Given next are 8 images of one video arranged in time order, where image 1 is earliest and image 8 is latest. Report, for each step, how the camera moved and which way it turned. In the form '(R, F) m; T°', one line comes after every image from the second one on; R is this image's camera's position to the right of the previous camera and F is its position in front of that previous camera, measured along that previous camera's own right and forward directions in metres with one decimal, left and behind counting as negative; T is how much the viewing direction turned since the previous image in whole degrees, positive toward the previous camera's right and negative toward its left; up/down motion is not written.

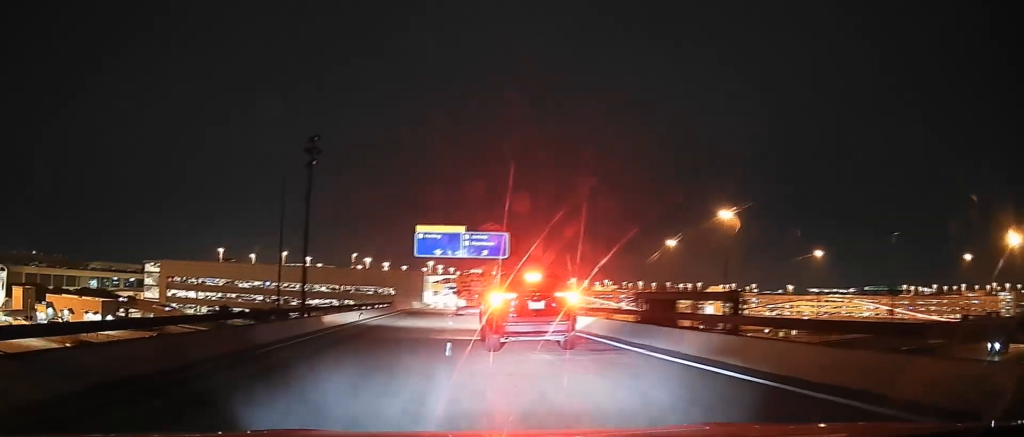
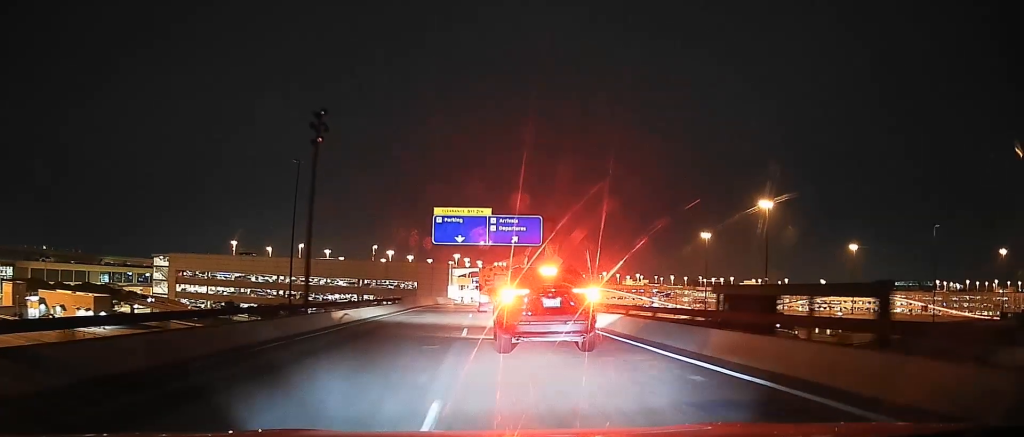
(-0.9, +10.5) m; -6°
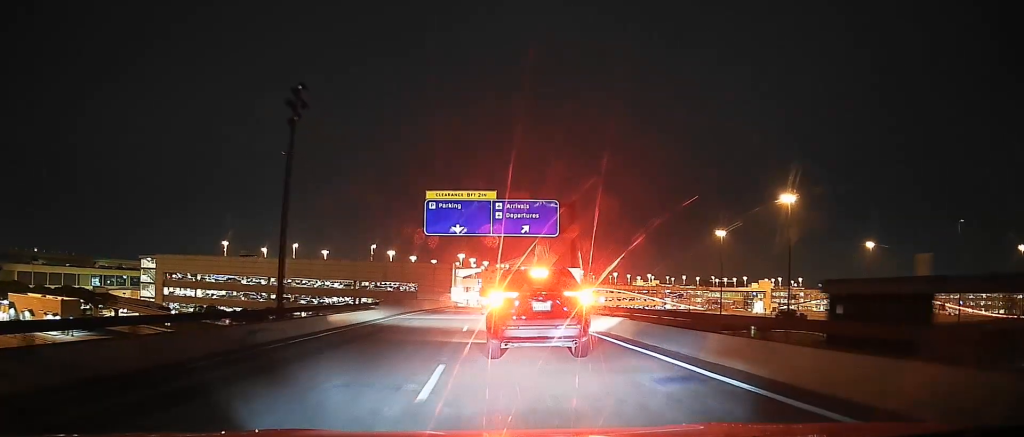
(-0.2, +9.6) m; -3°
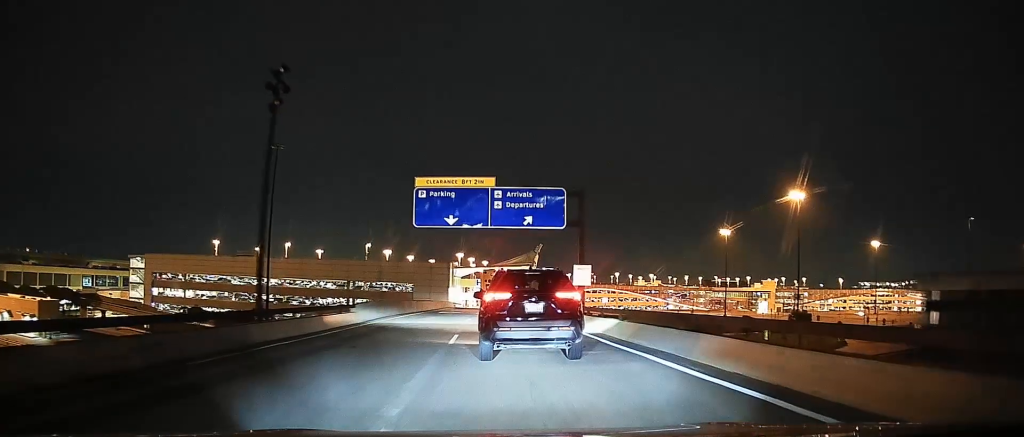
(-0.1, +5.0) m; -1°
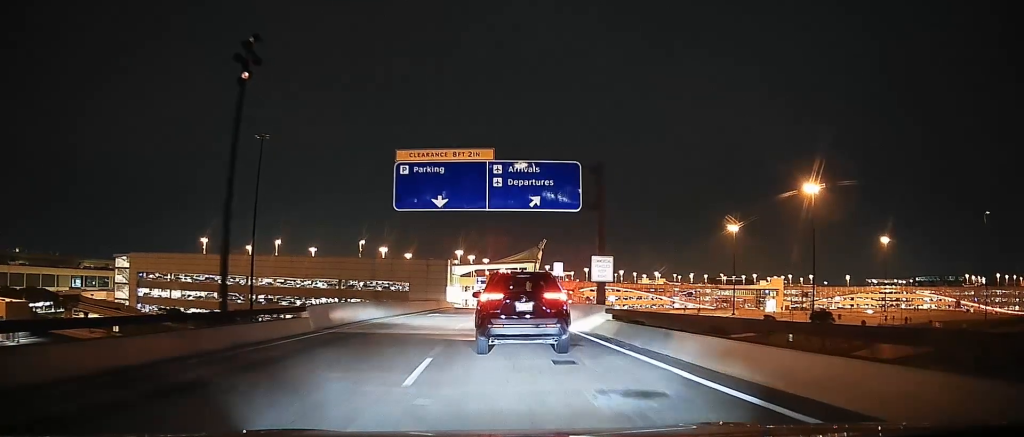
(0.0, +7.0) m; -2°
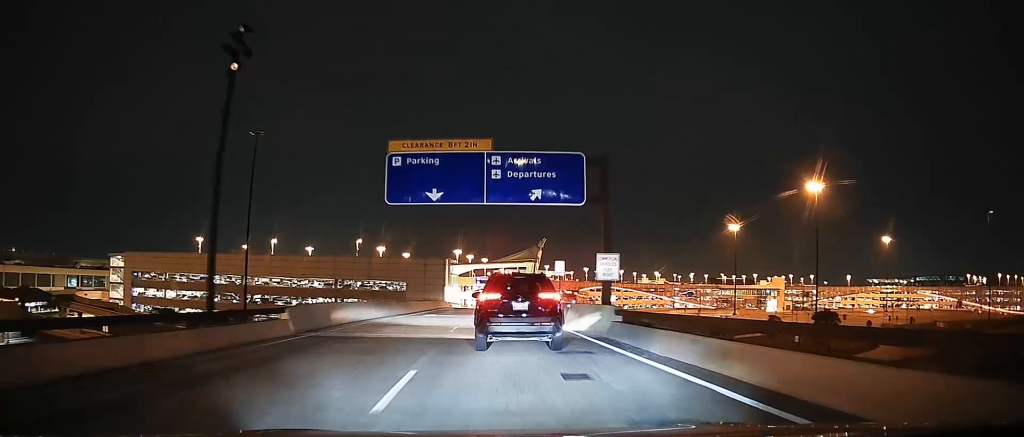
(0.0, +2.0) m; -1°
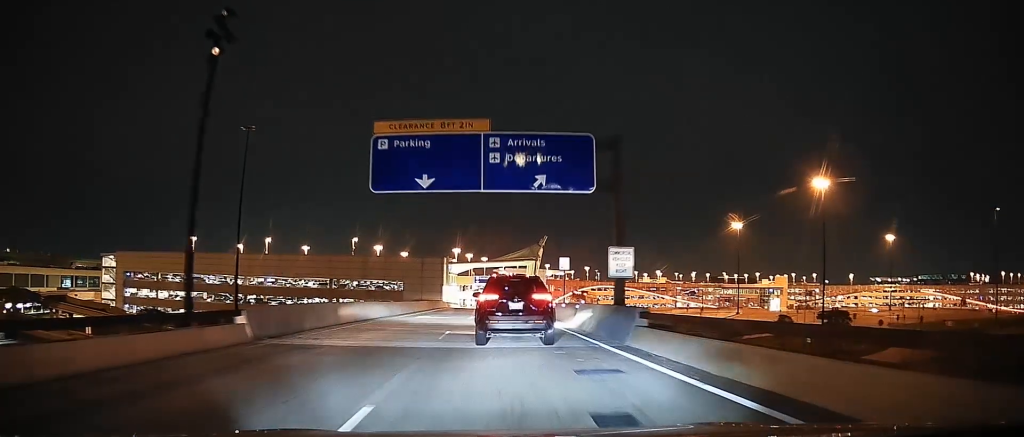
(-0.1, +3.0) m; 0°
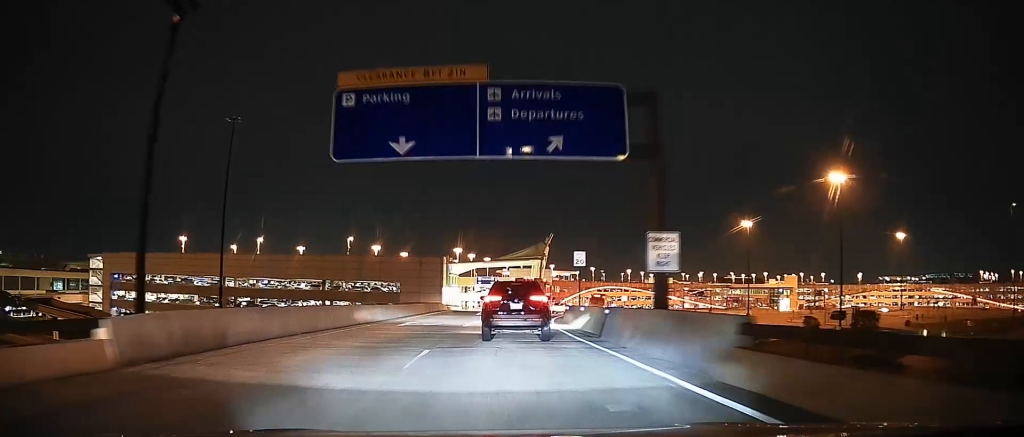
(+0.1, +5.3) m; +2°
